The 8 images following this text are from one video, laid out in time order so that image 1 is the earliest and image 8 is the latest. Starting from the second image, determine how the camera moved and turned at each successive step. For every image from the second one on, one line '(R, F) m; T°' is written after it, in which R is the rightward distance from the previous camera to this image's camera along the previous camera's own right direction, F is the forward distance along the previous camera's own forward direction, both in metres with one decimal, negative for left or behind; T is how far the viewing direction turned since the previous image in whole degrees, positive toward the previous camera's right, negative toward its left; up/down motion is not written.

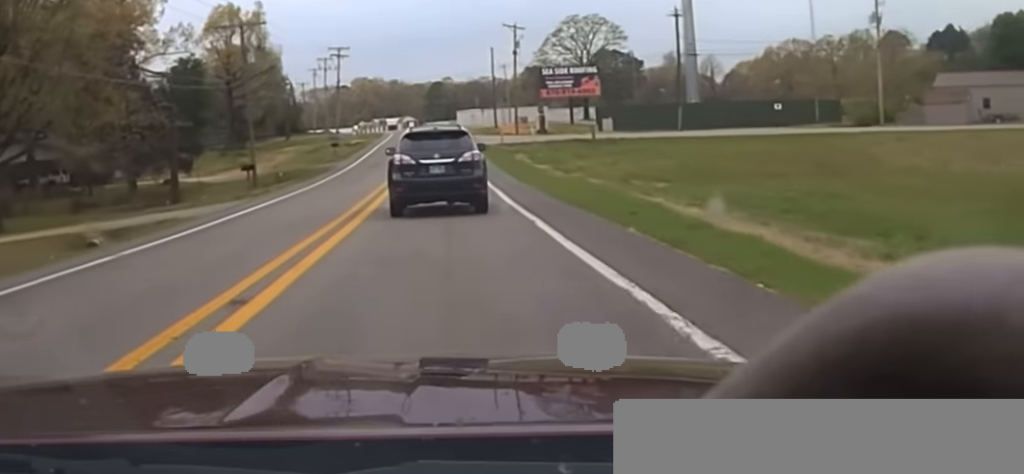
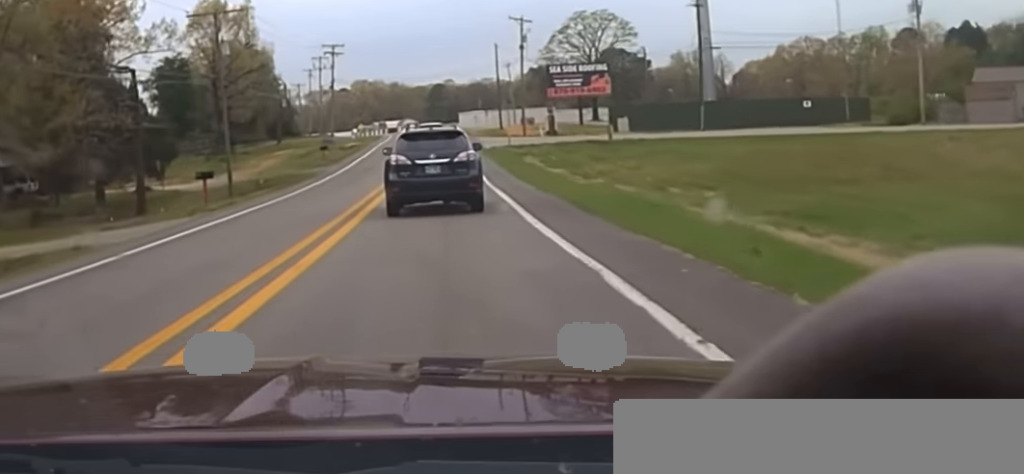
(+0.4, +8.1) m; -1°
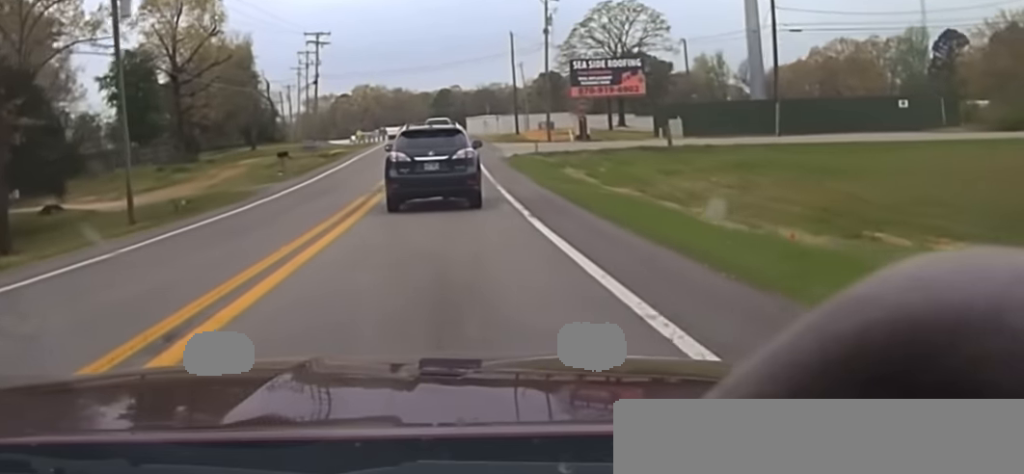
(-1.1, +17.3) m; -4°
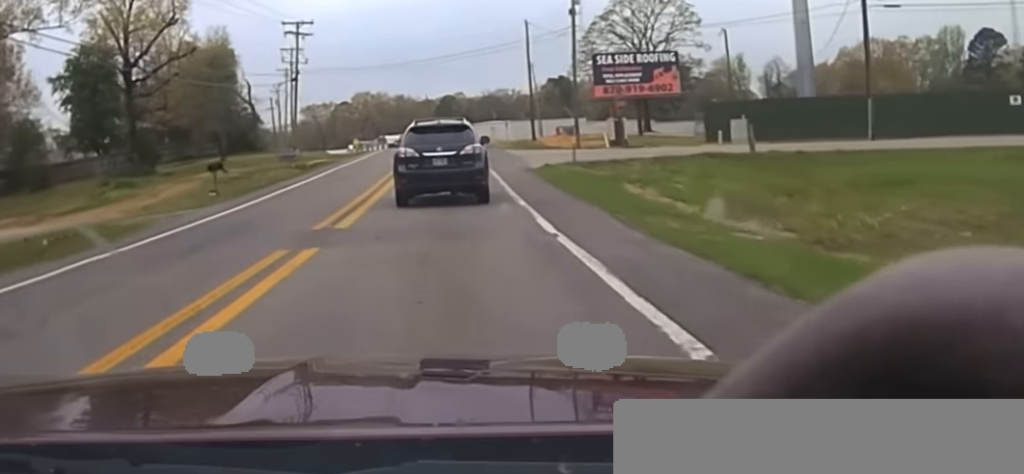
(-0.1, +13.2) m; 0°
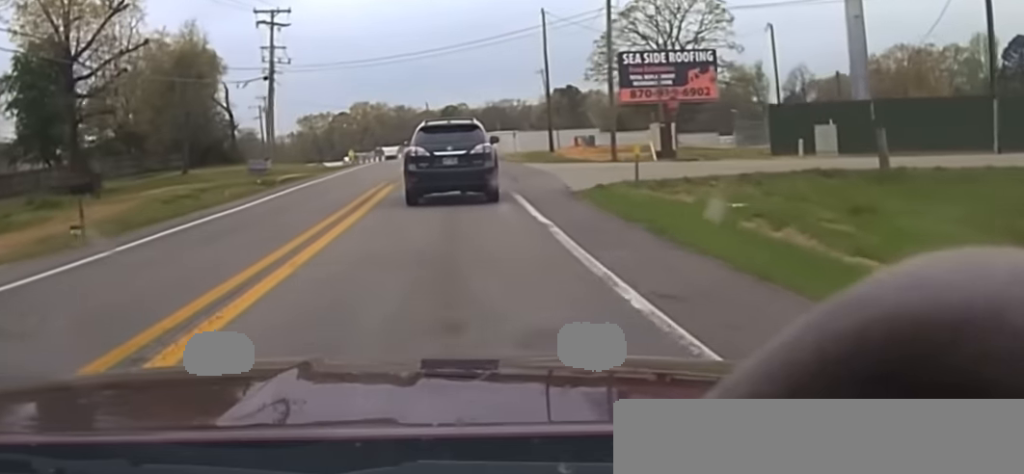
(+0.2, +11.7) m; +2°
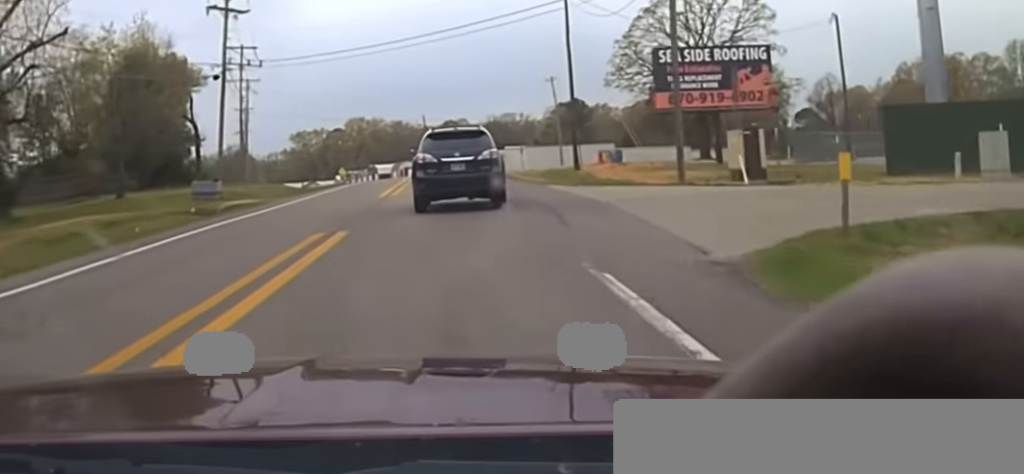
(+0.2, +12.8) m; +1°
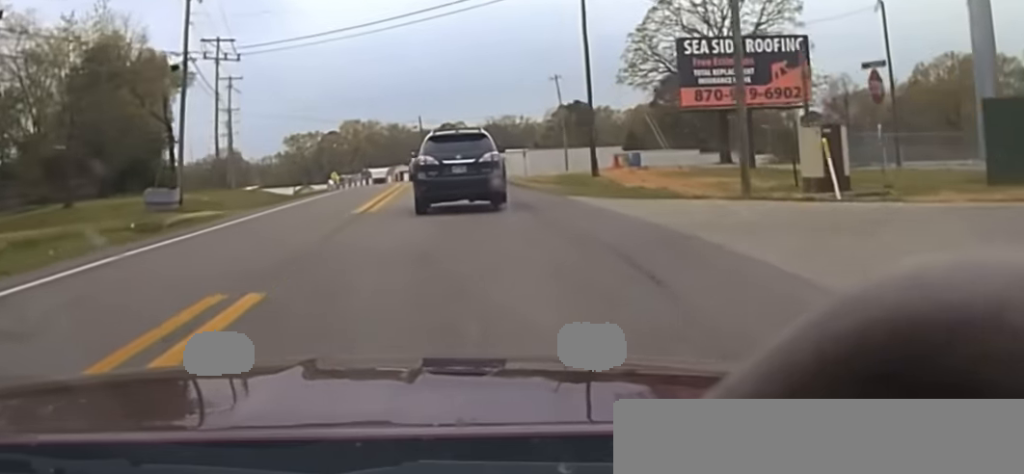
(0.0, +7.0) m; 0°
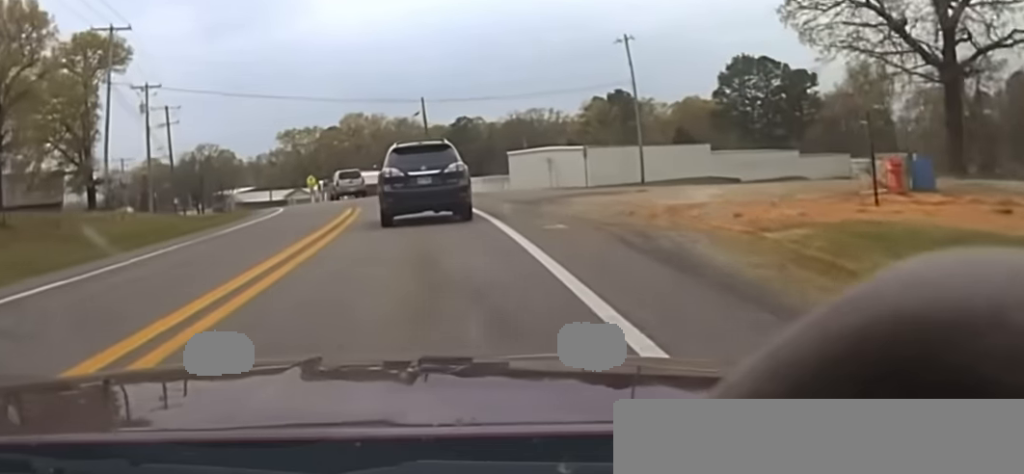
(0.0, +38.1) m; -2°
